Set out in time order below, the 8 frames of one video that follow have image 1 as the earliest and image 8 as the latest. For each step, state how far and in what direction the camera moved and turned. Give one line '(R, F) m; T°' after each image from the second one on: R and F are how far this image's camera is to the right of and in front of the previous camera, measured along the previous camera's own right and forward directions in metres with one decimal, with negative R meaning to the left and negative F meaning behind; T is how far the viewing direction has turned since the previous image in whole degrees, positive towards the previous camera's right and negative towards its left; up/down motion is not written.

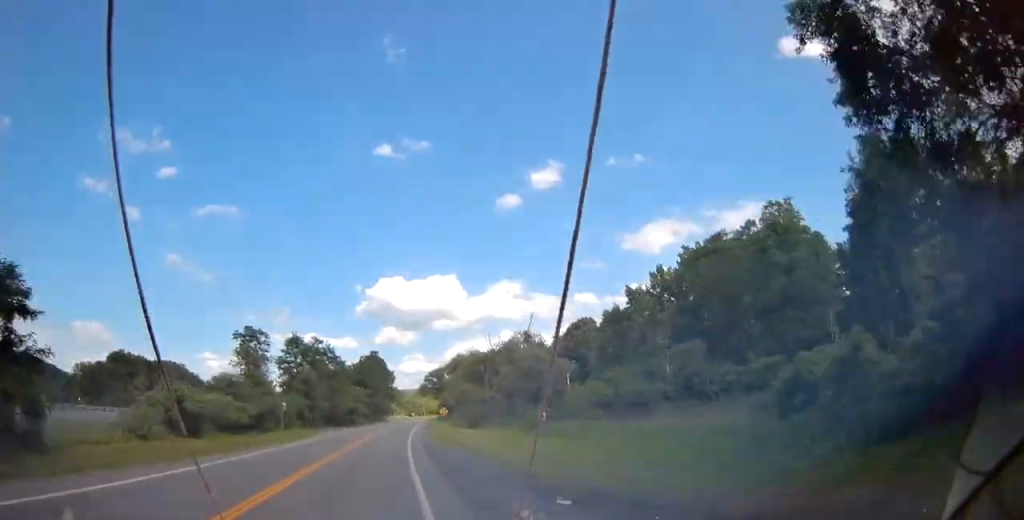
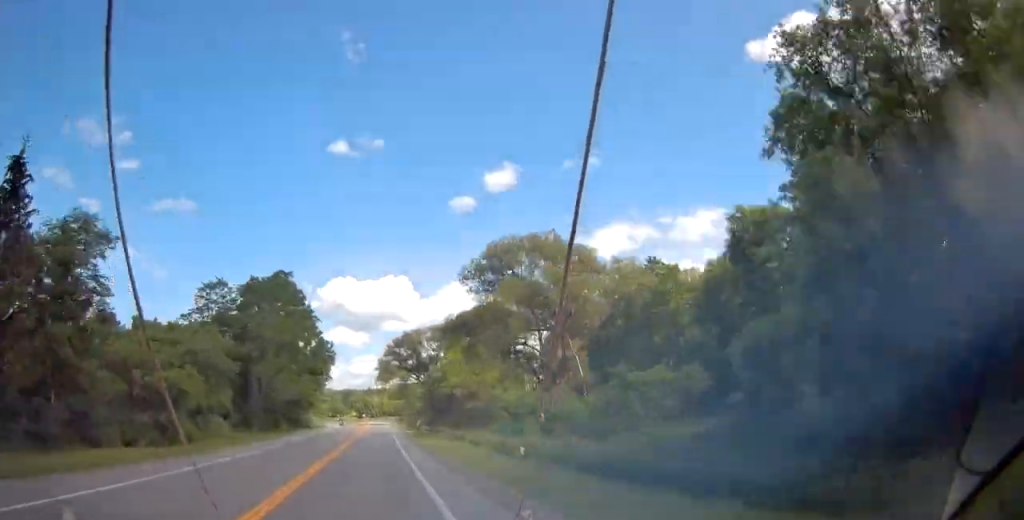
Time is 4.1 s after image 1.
(+2.9, +107.4) m; +2°
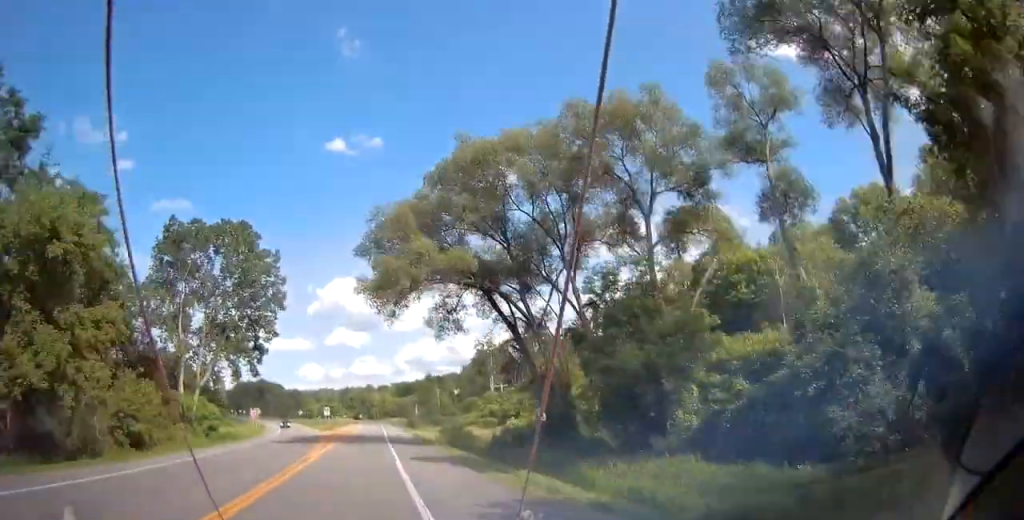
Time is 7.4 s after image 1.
(+0.7, +87.7) m; 0°
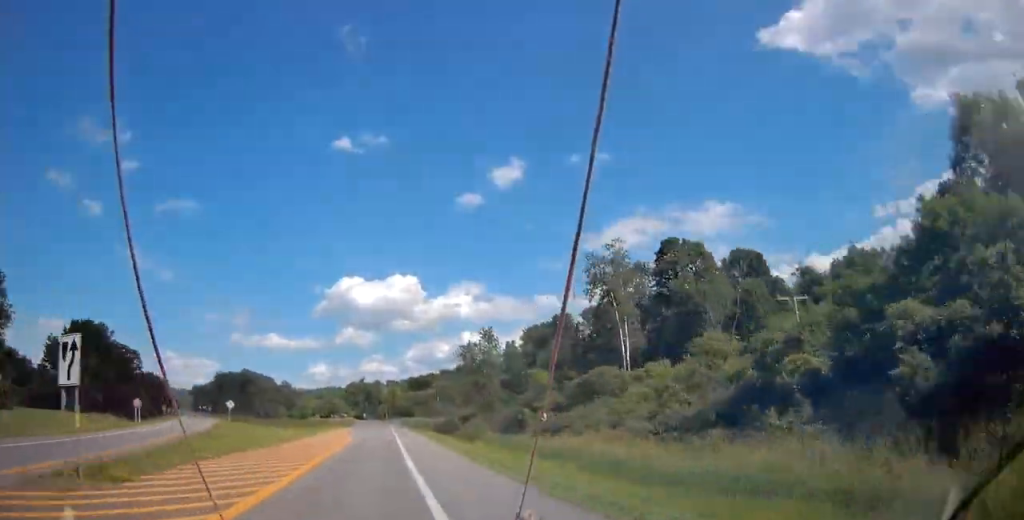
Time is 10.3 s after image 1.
(-0.9, +77.4) m; 0°
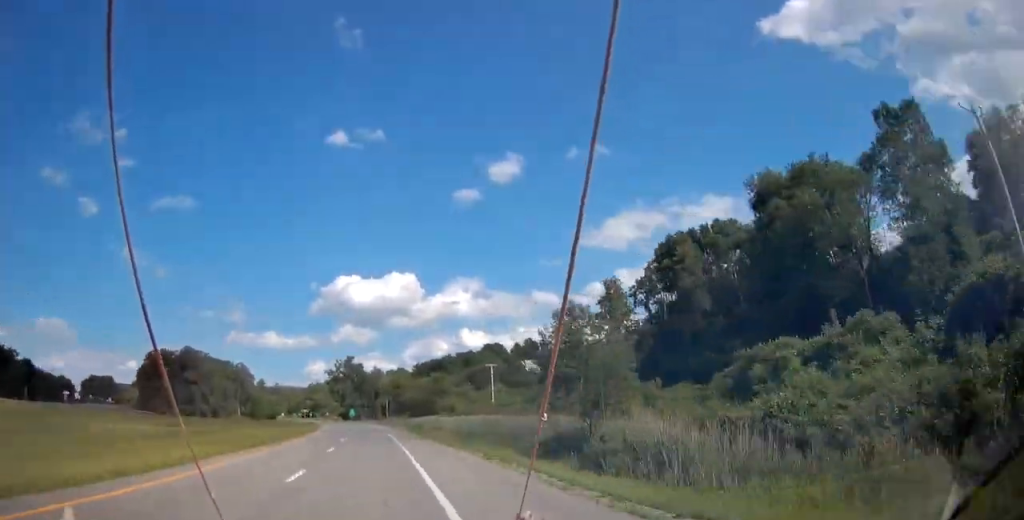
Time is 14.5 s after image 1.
(-0.3, +111.5) m; -2°
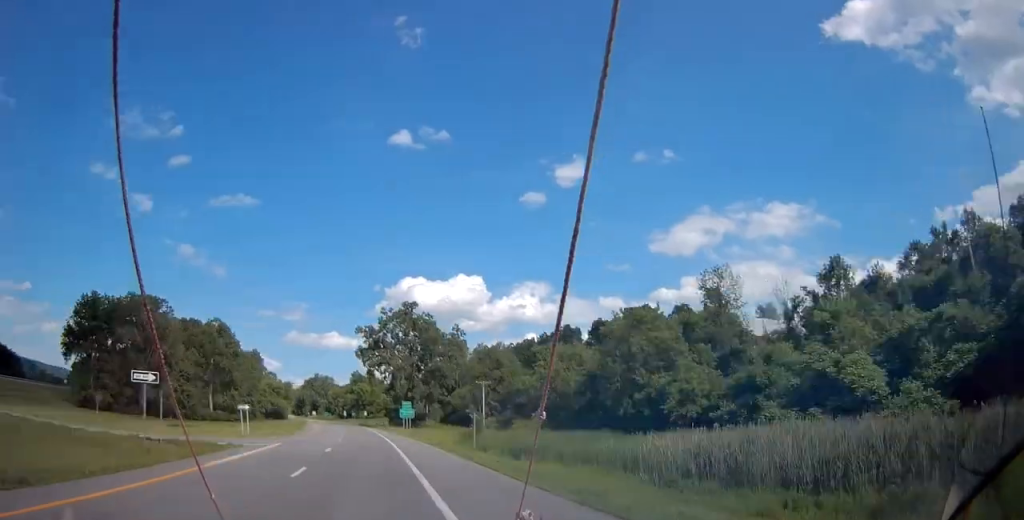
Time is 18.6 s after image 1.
(-5.2, +108.0) m; -7°
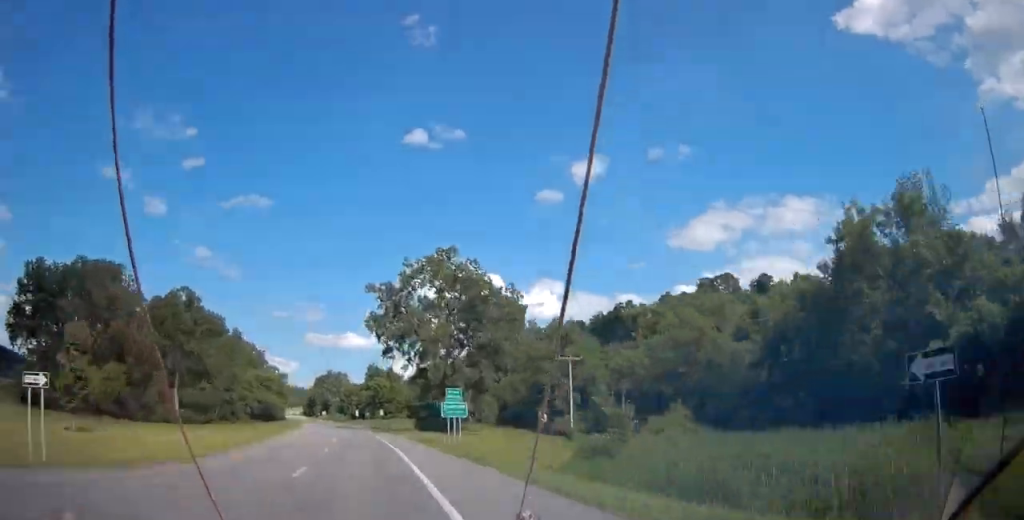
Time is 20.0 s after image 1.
(-0.4, +36.9) m; -3°
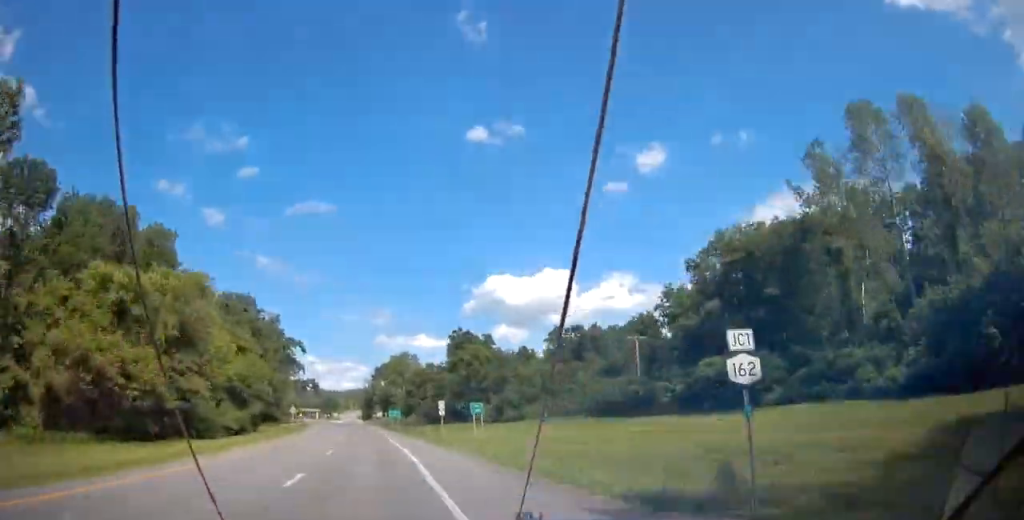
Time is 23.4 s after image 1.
(-5.2, +90.3) m; -6°
